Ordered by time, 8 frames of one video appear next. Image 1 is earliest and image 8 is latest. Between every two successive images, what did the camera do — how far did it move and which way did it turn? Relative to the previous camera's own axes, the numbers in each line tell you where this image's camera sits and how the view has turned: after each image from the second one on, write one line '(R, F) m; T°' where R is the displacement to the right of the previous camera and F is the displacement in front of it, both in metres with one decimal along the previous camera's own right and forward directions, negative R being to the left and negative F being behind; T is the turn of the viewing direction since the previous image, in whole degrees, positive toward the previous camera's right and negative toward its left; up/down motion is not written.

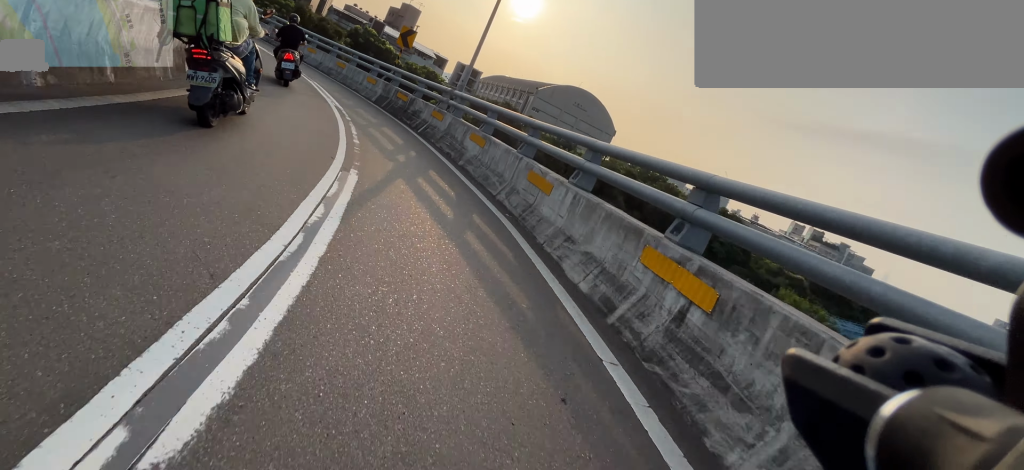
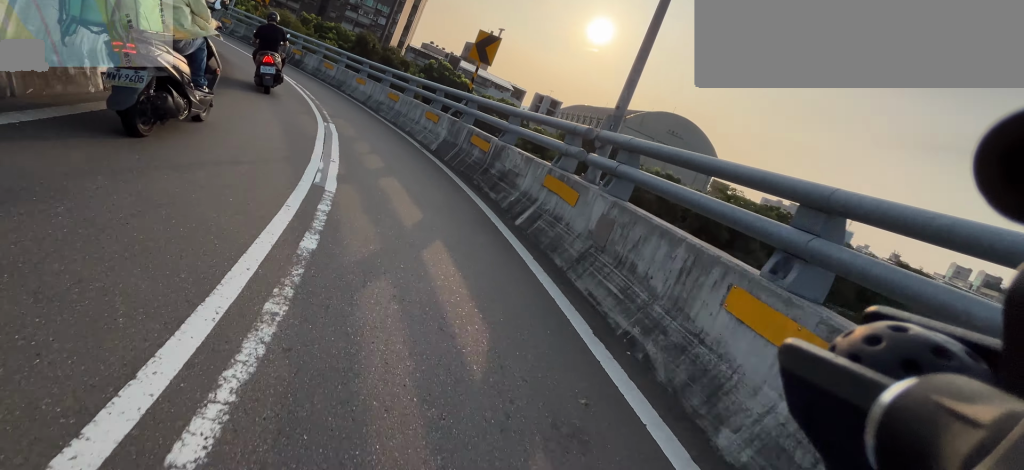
(-1.2, +6.2) m; -17°
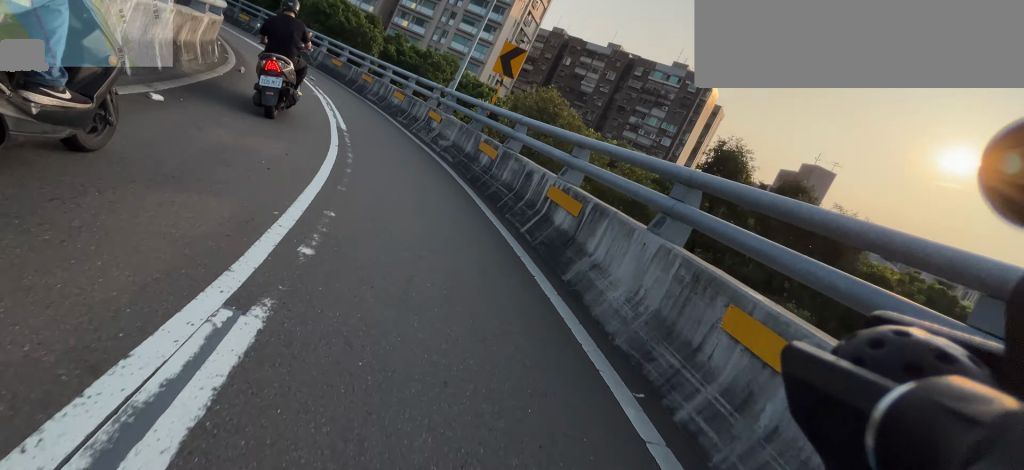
(-3.6, +15.4) m; -24°
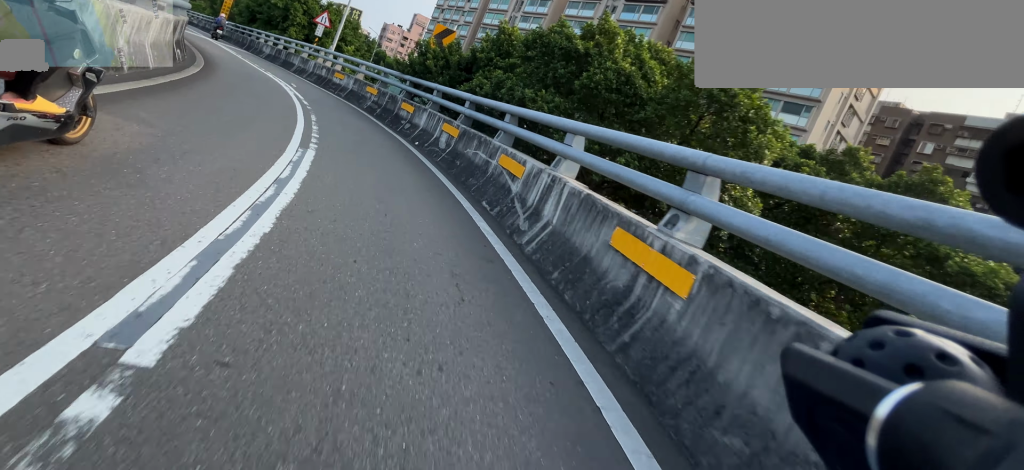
(-5.2, +14.4) m; -39°
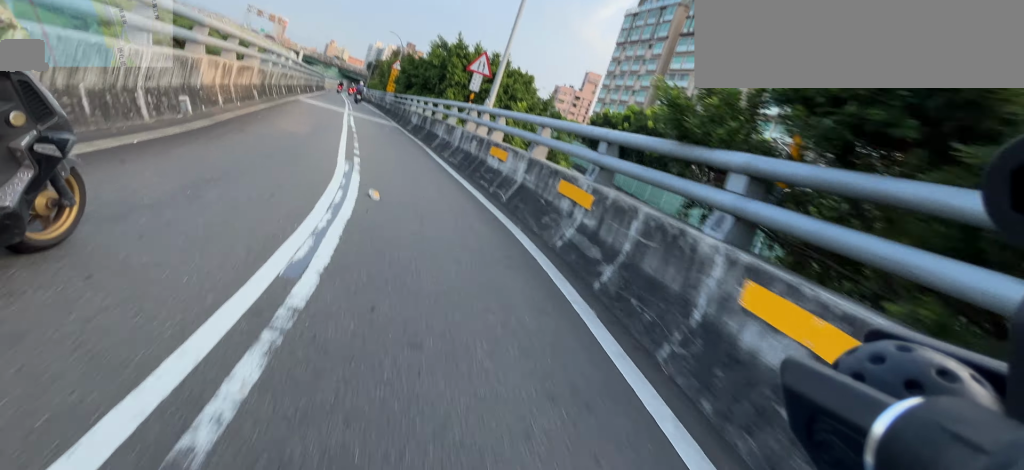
(-2.1, +9.4) m; -19°
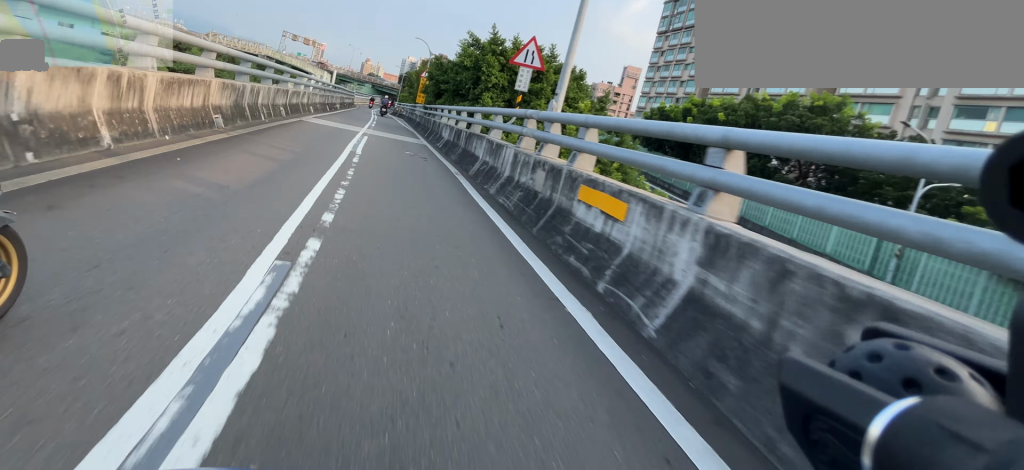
(-0.4, +4.0) m; -5°
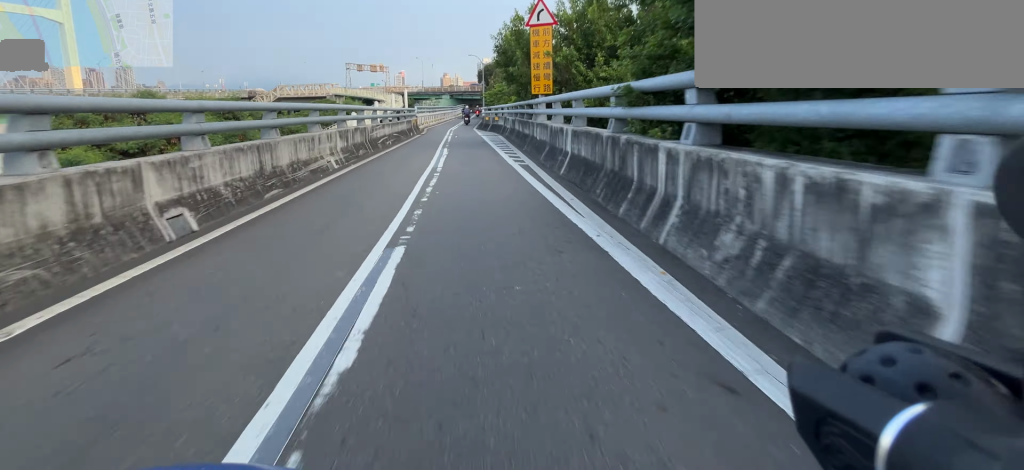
(-2.9, +18.8) m; -14°
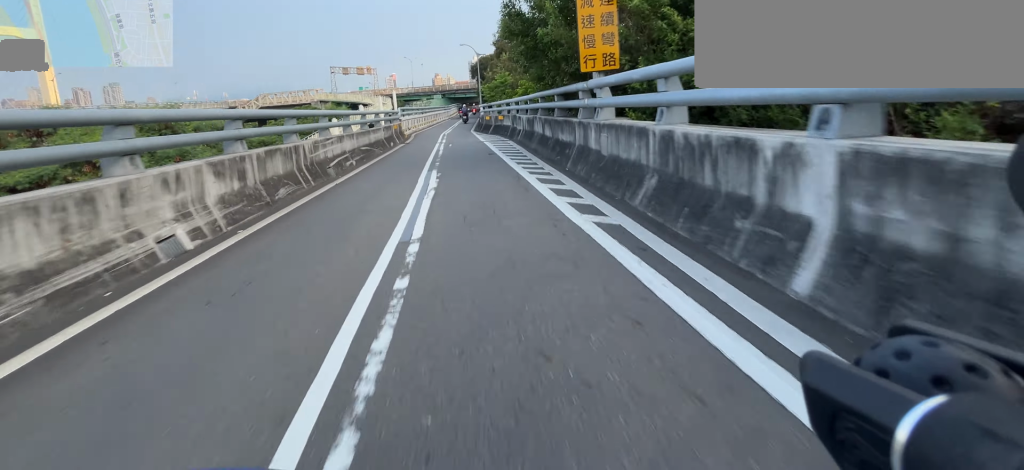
(-0.1, +5.6) m; 0°
